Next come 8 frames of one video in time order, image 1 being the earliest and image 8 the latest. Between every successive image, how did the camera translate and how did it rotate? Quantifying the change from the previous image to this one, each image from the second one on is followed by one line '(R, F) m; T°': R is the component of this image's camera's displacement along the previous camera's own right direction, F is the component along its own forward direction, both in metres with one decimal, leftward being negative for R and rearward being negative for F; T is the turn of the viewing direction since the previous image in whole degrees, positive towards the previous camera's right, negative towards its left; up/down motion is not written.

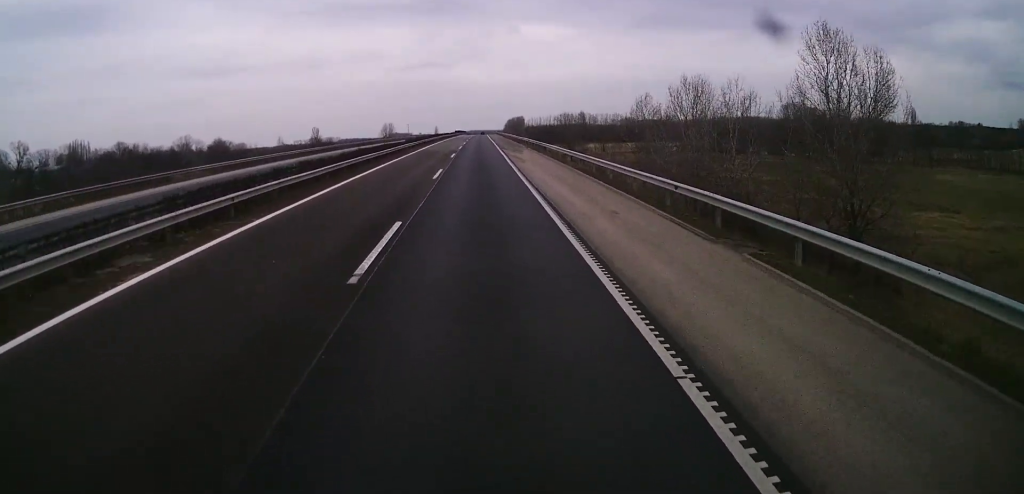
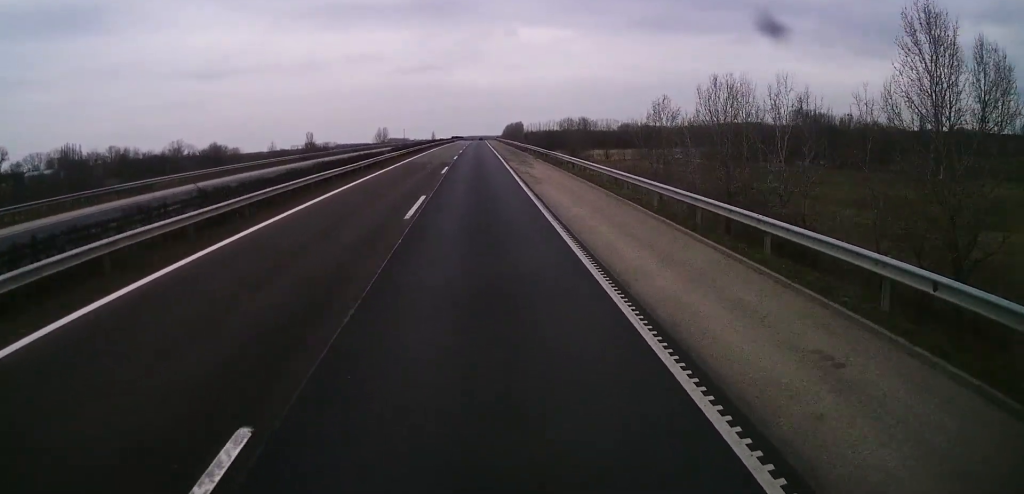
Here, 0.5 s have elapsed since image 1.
(0.0, +10.7) m; 0°
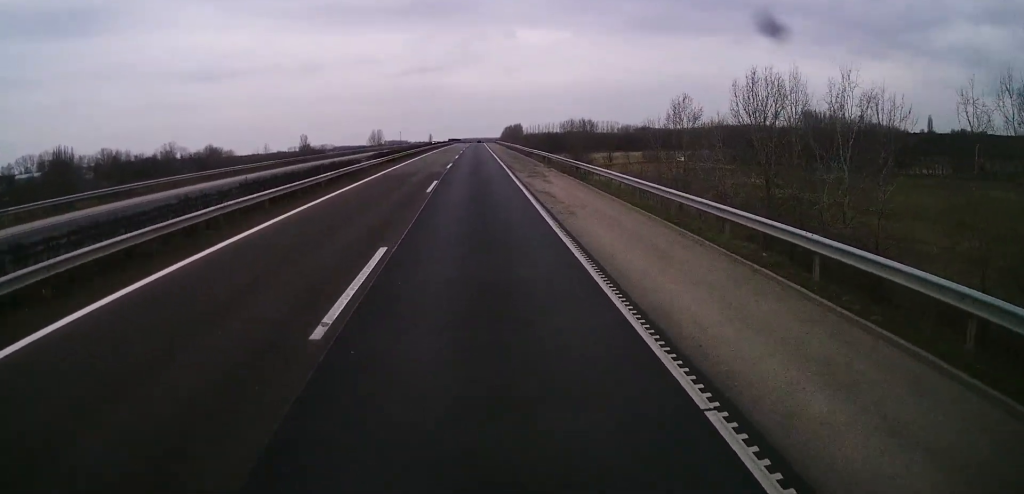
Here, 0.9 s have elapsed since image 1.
(+0.1, +10.0) m; 0°
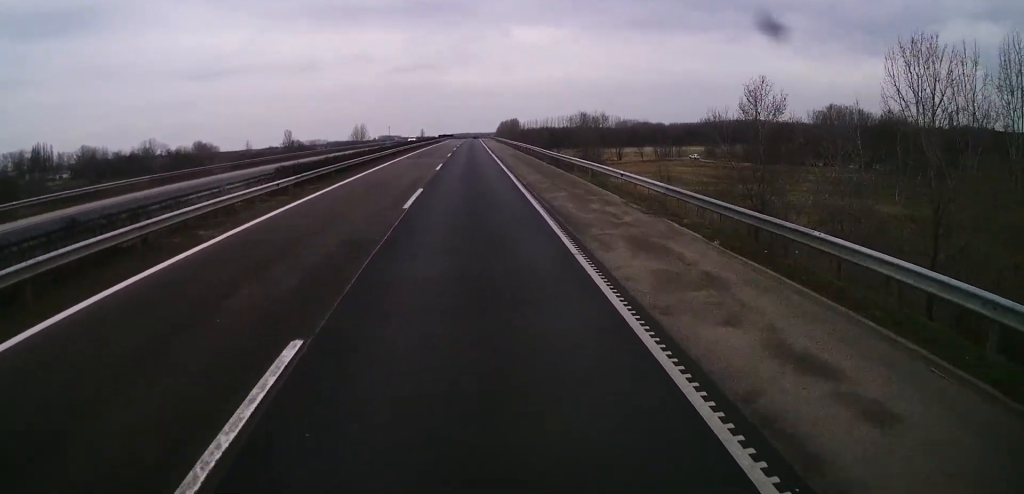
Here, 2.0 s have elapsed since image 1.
(-0.3, +24.6) m; 0°
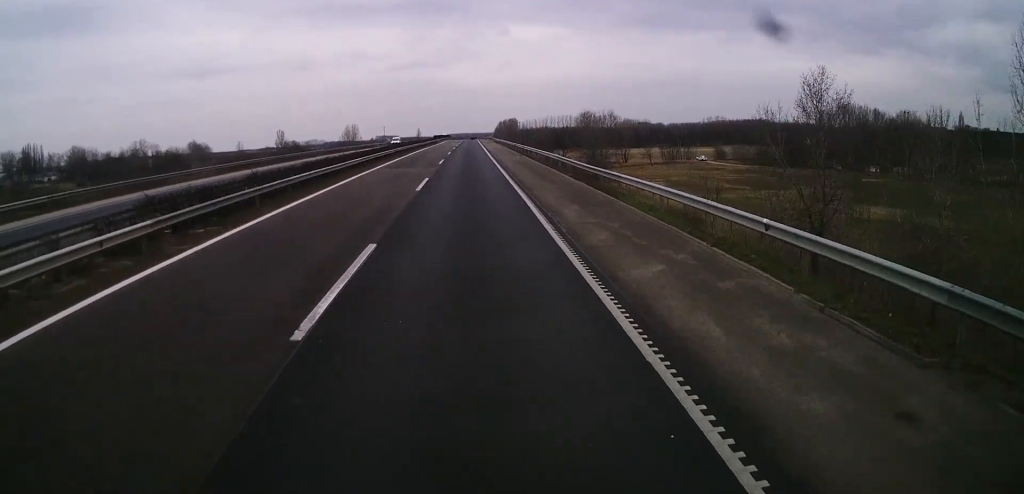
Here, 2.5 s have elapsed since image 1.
(+0.1, +11.5) m; +1°
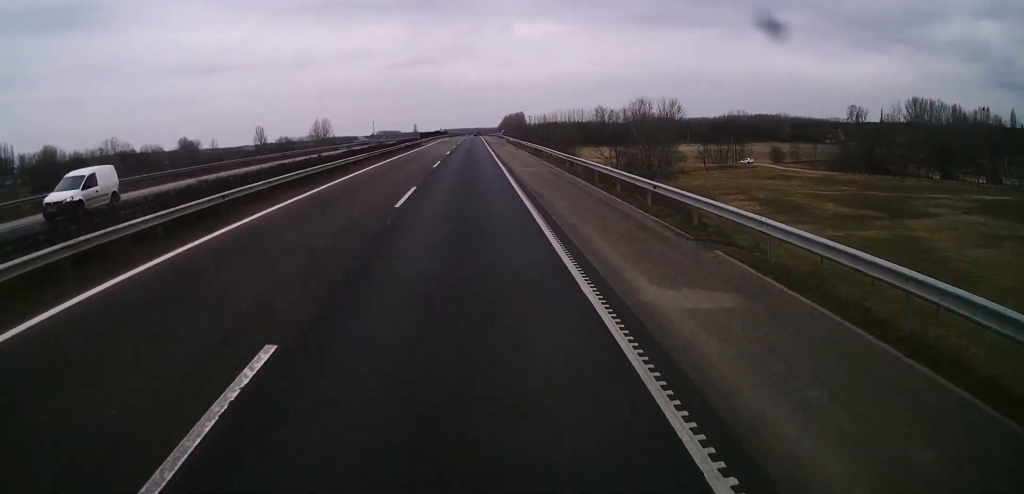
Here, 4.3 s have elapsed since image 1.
(+1.1, +43.2) m; +2°
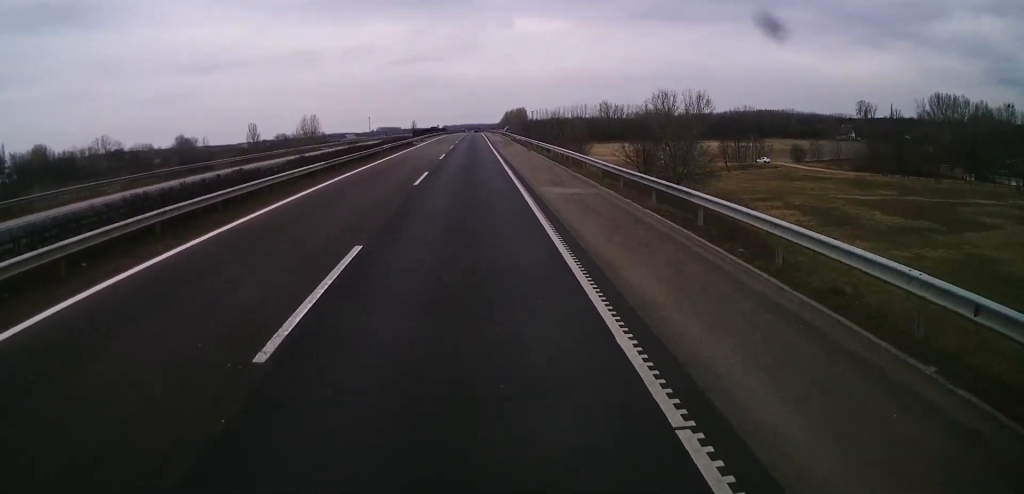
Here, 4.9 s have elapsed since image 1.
(+0.1, +12.5) m; 0°
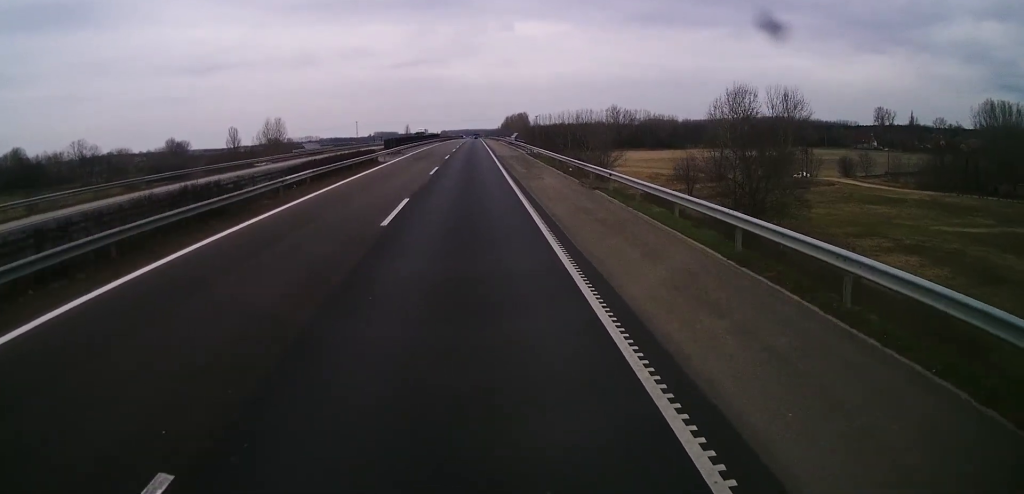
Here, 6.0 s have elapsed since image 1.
(-0.2, +26.9) m; 0°
